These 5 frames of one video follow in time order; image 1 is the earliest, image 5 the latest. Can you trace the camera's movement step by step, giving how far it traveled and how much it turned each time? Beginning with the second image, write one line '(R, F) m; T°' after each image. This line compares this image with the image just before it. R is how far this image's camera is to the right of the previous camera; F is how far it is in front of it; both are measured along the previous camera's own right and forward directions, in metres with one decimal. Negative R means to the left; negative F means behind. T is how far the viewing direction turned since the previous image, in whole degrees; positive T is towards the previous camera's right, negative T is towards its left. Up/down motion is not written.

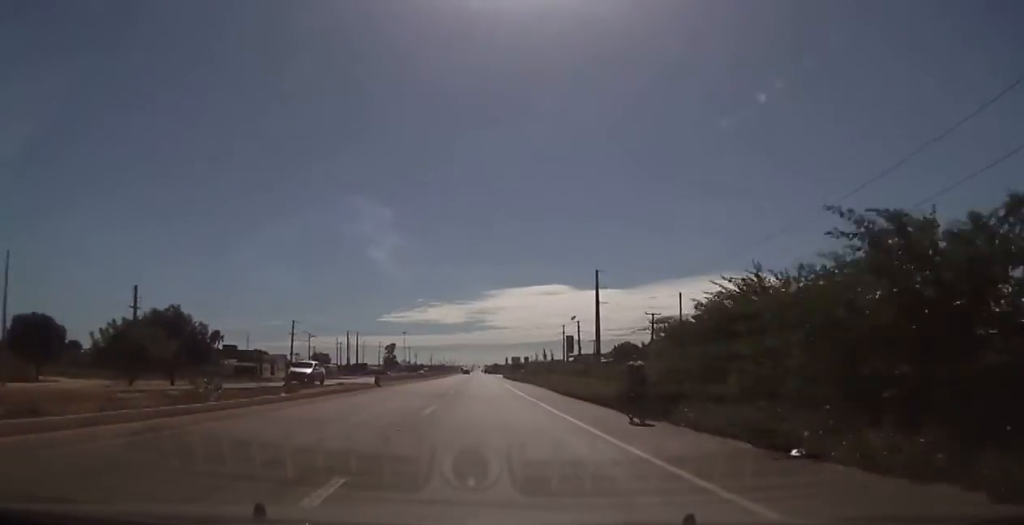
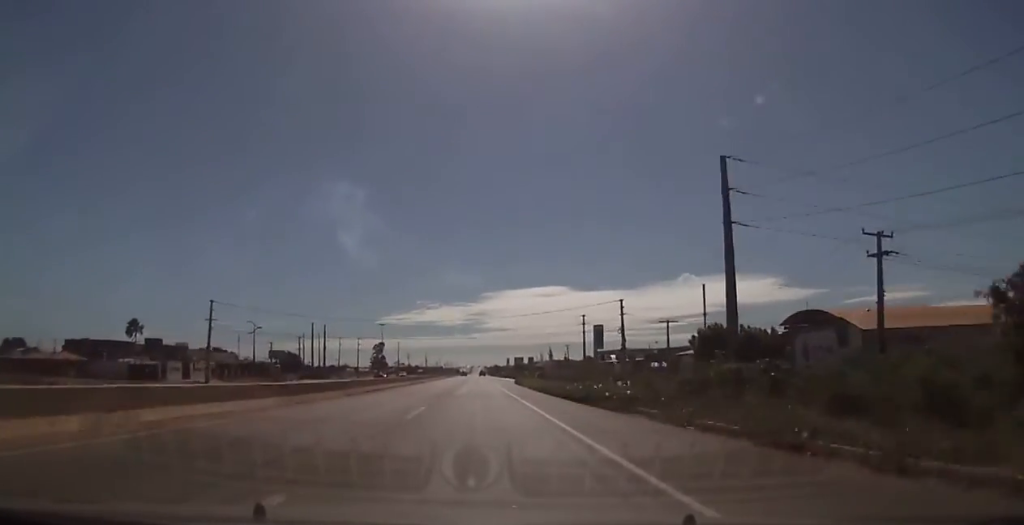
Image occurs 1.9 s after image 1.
(-0.3, +40.7) m; -1°
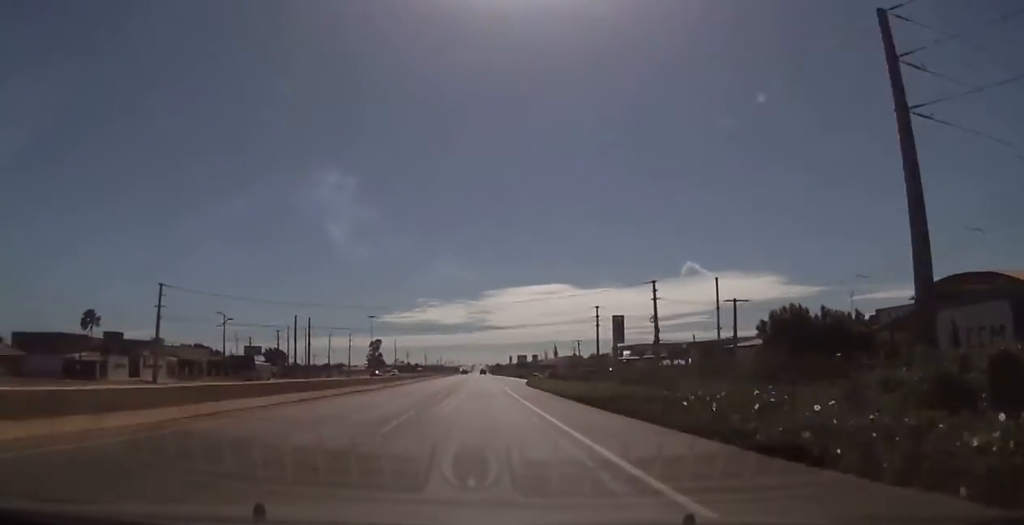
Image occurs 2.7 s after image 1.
(0.0, +18.6) m; 0°
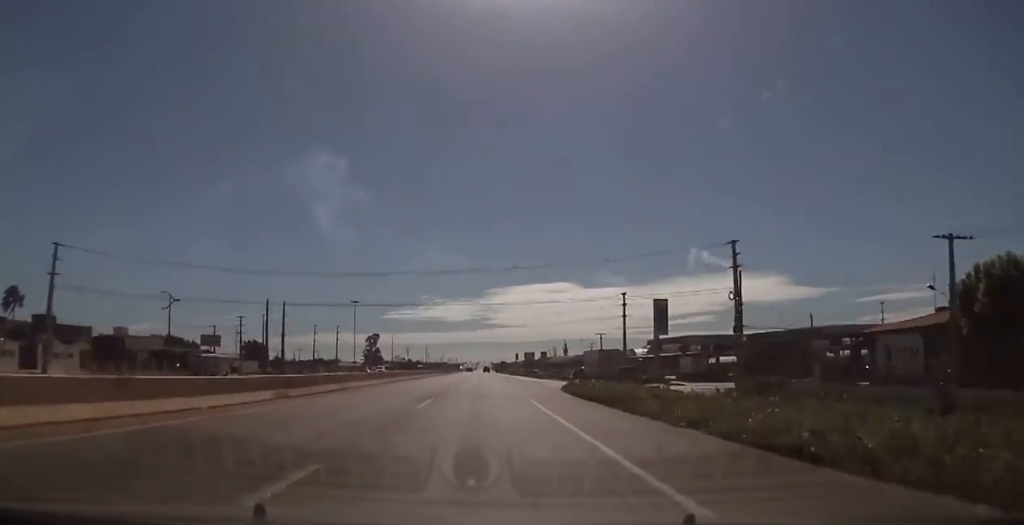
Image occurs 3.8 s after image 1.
(0.0, +27.8) m; 0°
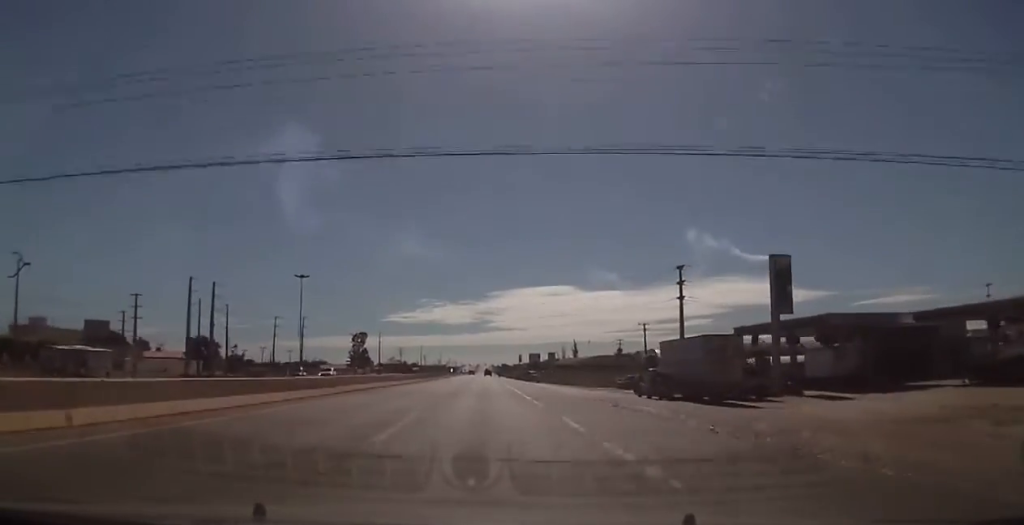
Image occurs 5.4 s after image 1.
(-0.1, +46.8) m; 0°
